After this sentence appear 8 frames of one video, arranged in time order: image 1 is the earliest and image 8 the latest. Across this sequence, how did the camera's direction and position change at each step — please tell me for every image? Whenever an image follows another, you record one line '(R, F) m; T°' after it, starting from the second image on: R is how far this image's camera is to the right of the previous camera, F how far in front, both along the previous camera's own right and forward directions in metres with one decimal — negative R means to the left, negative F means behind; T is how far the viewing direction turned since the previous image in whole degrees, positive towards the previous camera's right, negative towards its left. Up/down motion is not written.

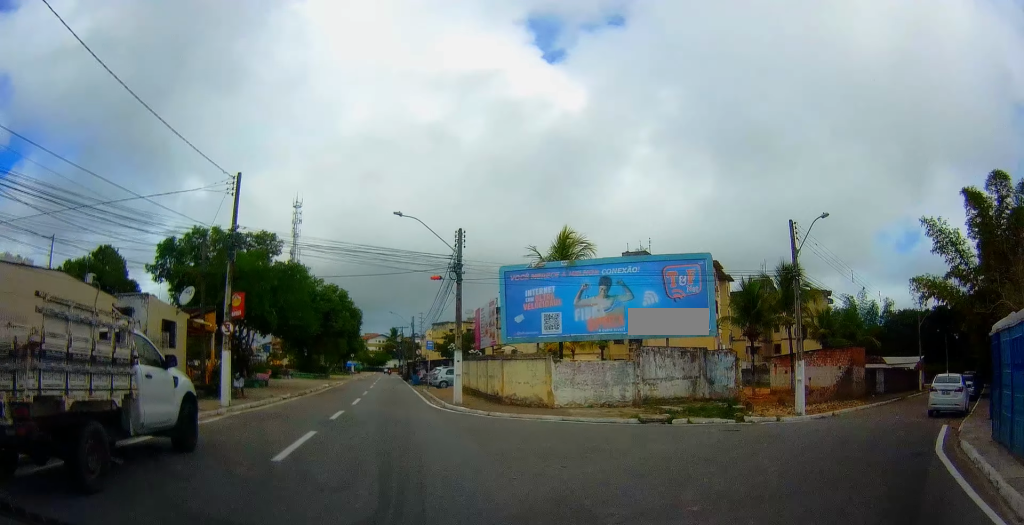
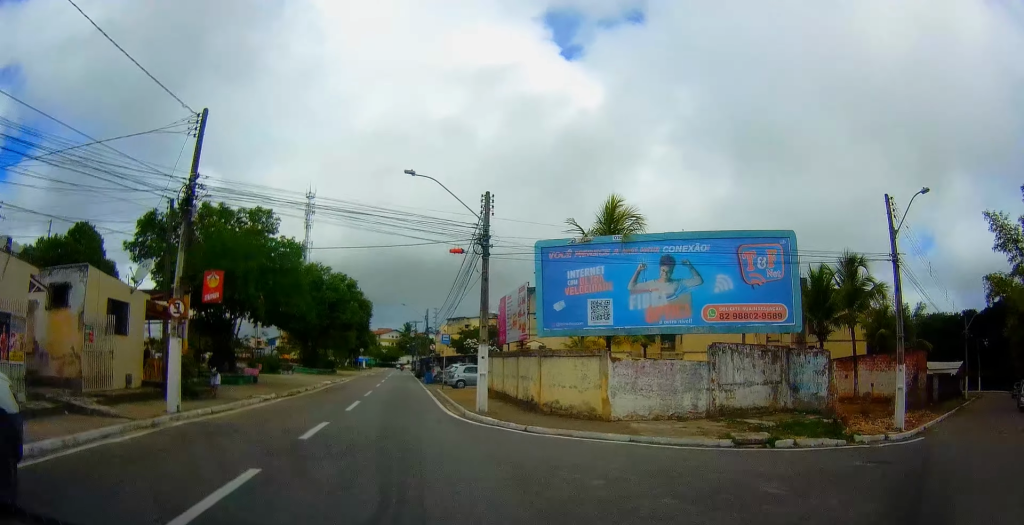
(0.0, +5.6) m; 0°
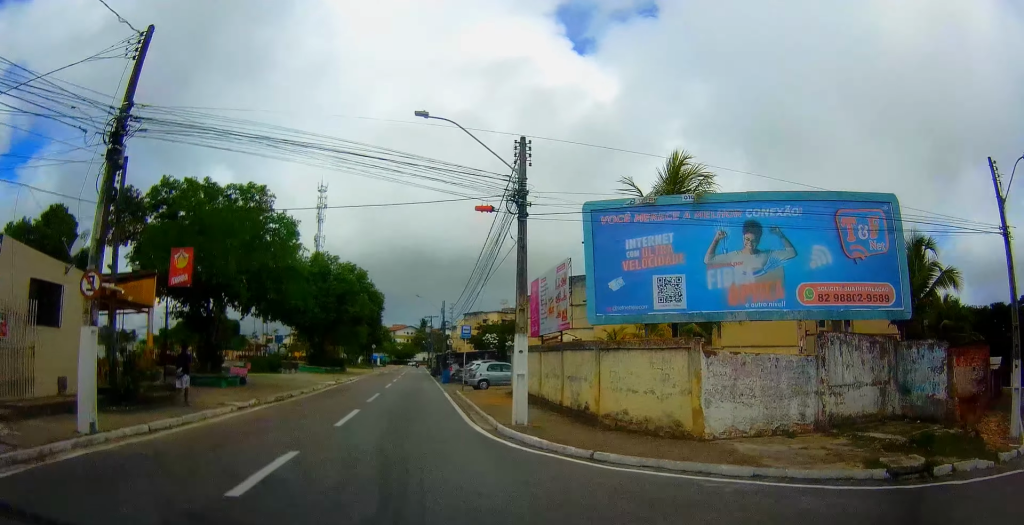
(0.0, +5.1) m; 0°
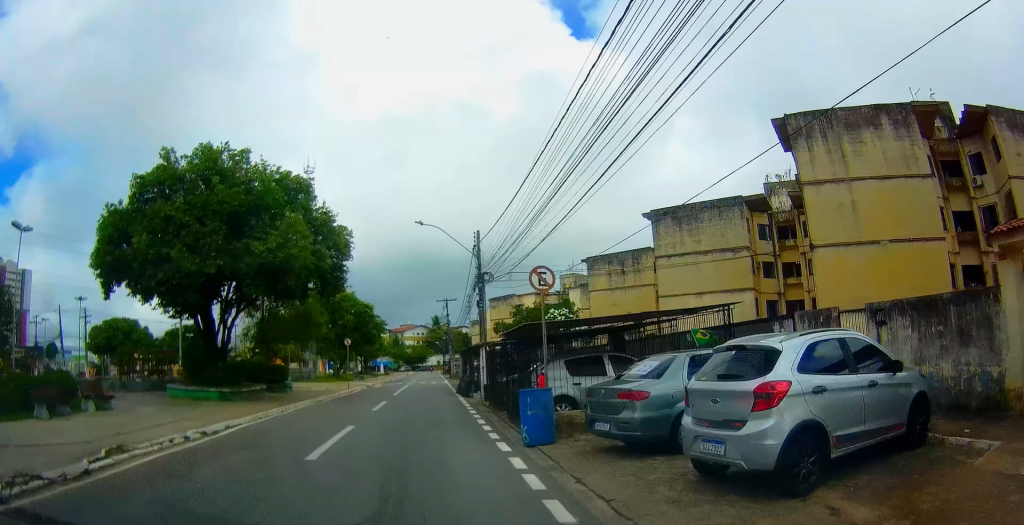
(0.0, +32.0) m; 0°
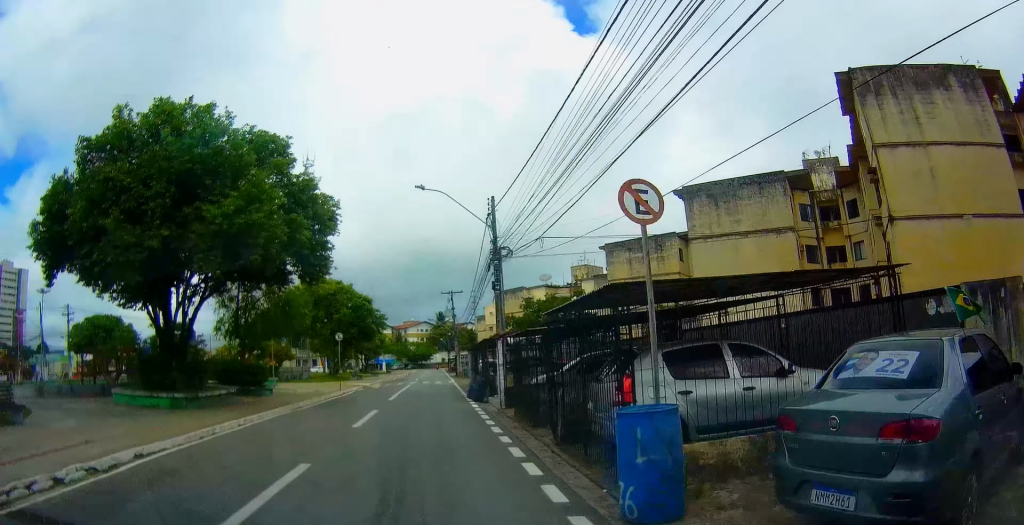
(0.0, +5.3) m; 0°
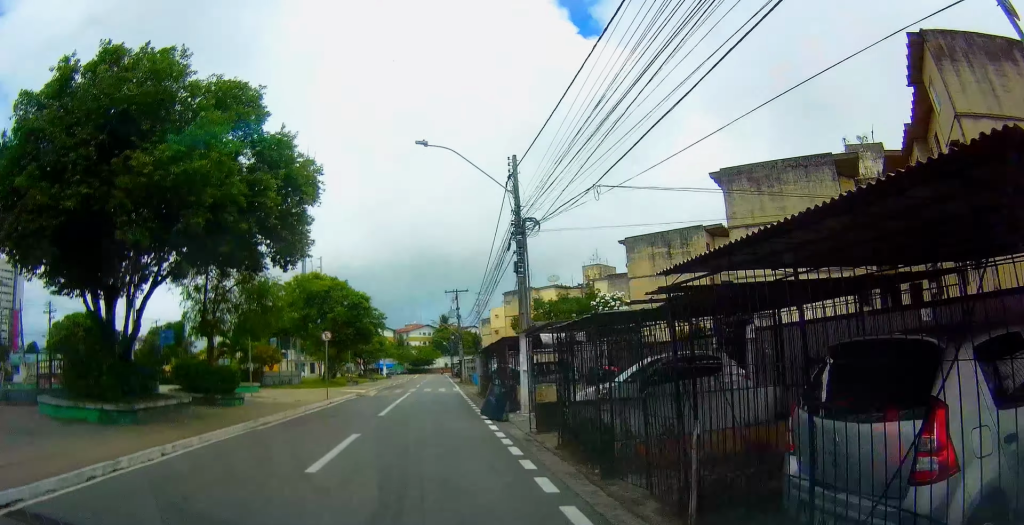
(0.0, +5.0) m; 0°
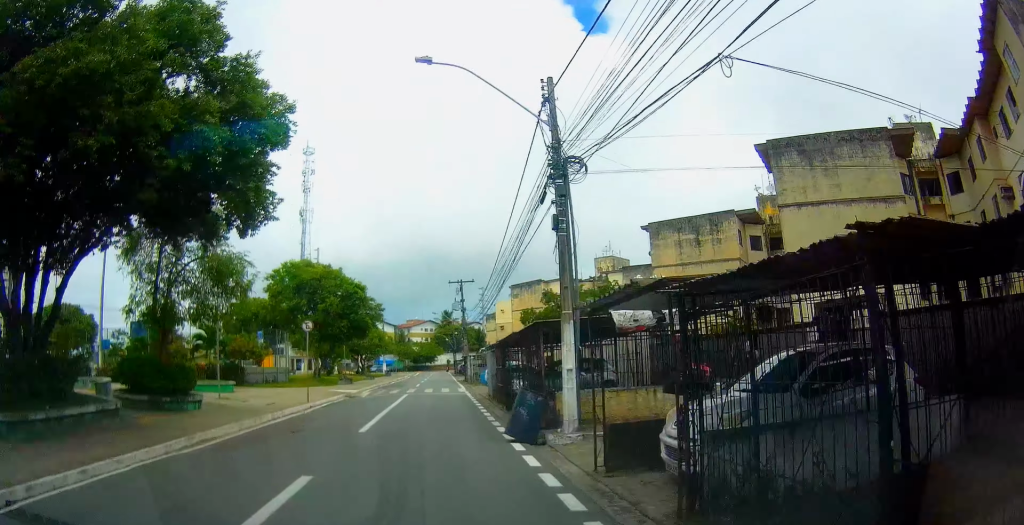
(0.0, +5.3) m; 0°
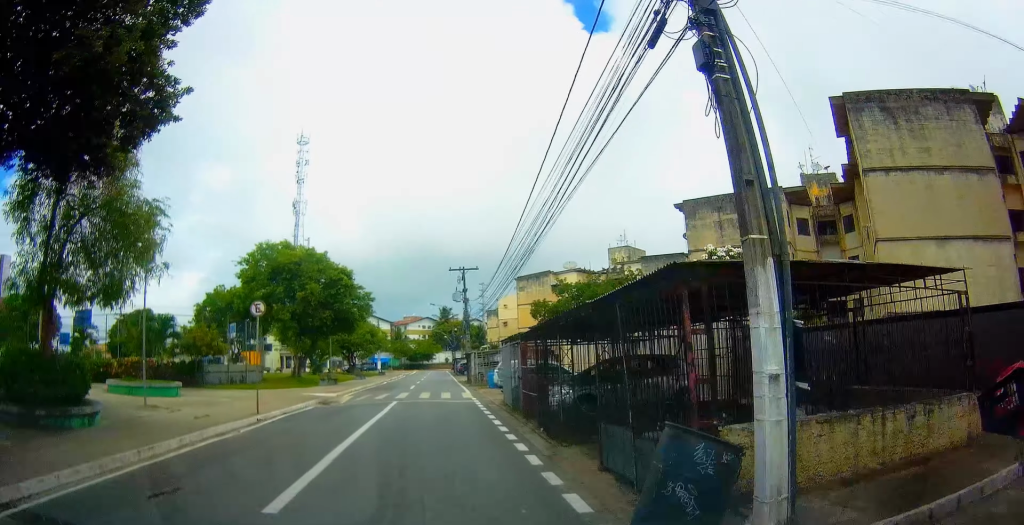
(0.0, +7.2) m; 0°
